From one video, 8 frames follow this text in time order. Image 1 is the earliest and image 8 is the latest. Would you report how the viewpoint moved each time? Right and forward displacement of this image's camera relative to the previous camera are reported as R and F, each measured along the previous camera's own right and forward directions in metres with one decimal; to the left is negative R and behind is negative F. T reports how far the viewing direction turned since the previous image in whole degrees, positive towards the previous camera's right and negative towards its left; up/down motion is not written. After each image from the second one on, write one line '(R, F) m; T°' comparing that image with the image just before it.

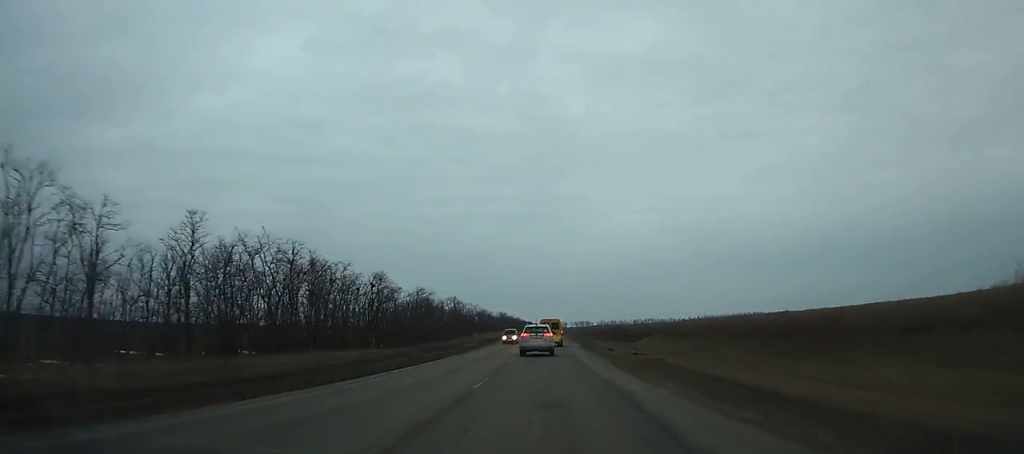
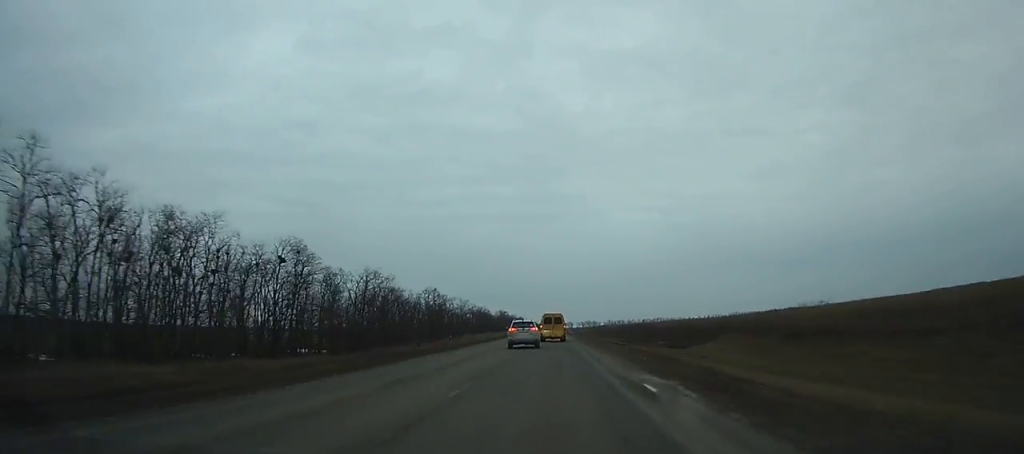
(0.0, +39.0) m; 0°
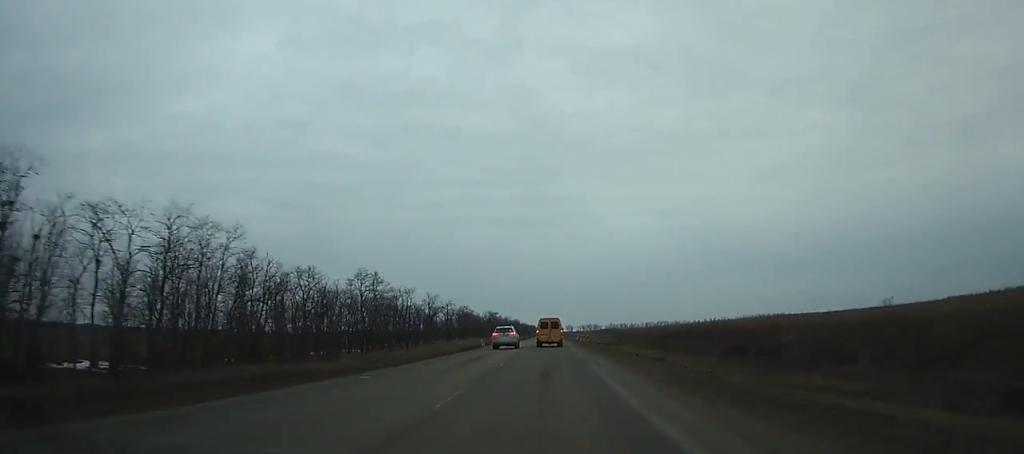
(-0.2, +50.3) m; 0°
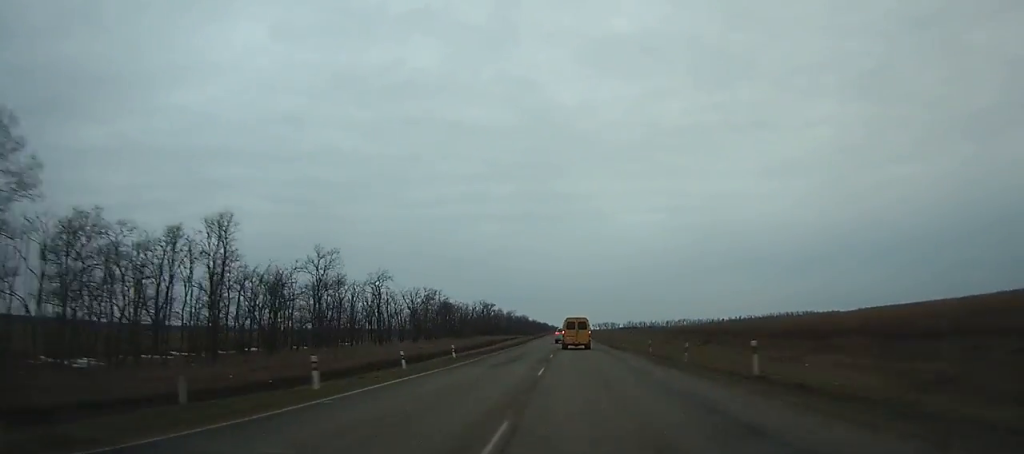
(-0.2, +78.9) m; 0°
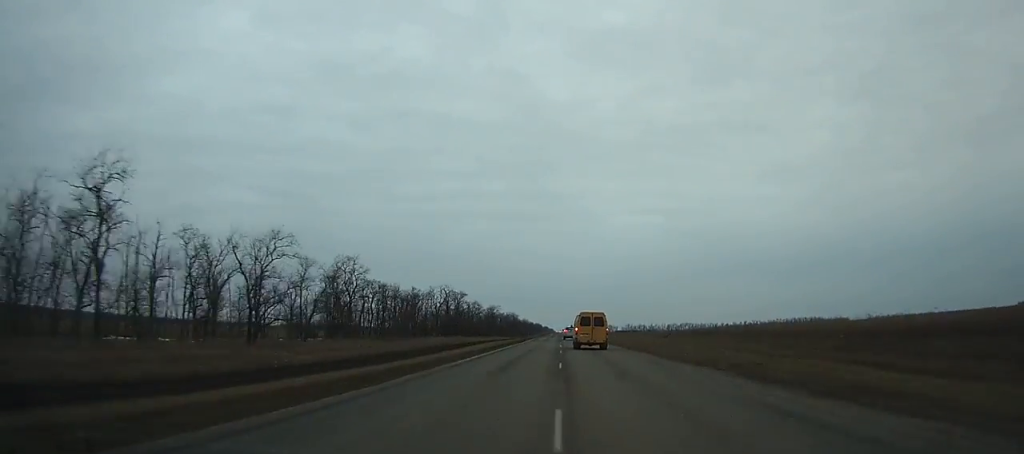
(0.0, +63.3) m; 0°
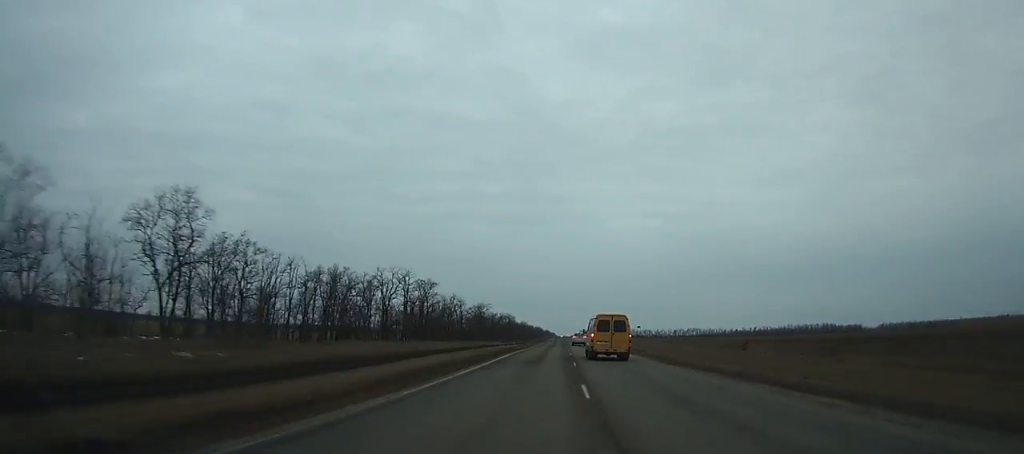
(0.0, +44.0) m; 0°
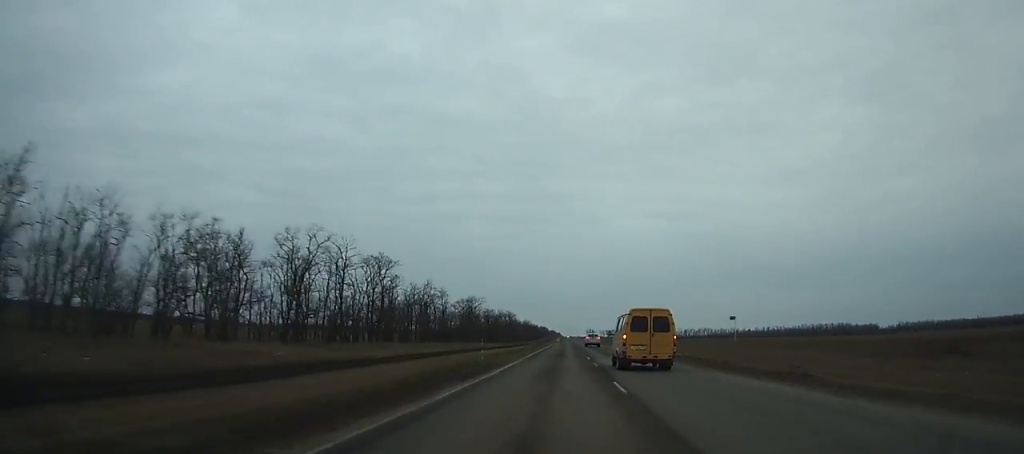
(-0.1, +35.7) m; 0°
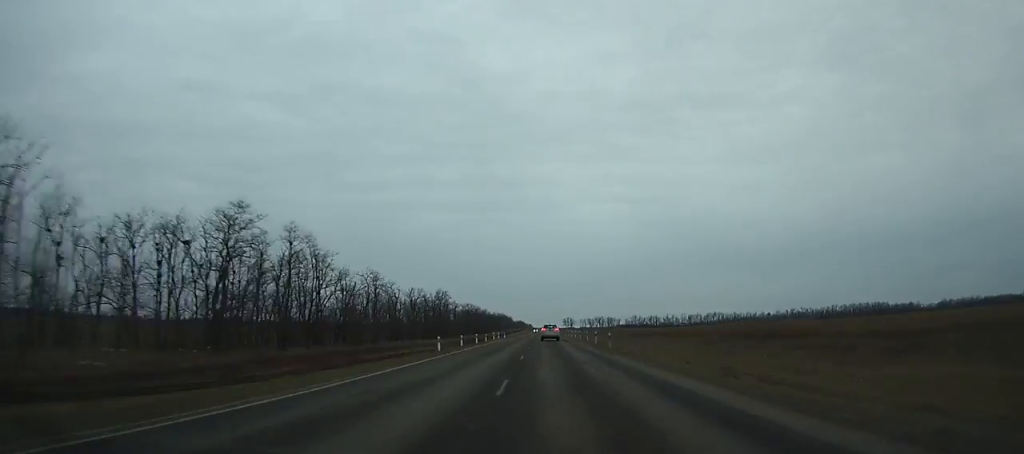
(+4.3, +194.1) m; +2°
